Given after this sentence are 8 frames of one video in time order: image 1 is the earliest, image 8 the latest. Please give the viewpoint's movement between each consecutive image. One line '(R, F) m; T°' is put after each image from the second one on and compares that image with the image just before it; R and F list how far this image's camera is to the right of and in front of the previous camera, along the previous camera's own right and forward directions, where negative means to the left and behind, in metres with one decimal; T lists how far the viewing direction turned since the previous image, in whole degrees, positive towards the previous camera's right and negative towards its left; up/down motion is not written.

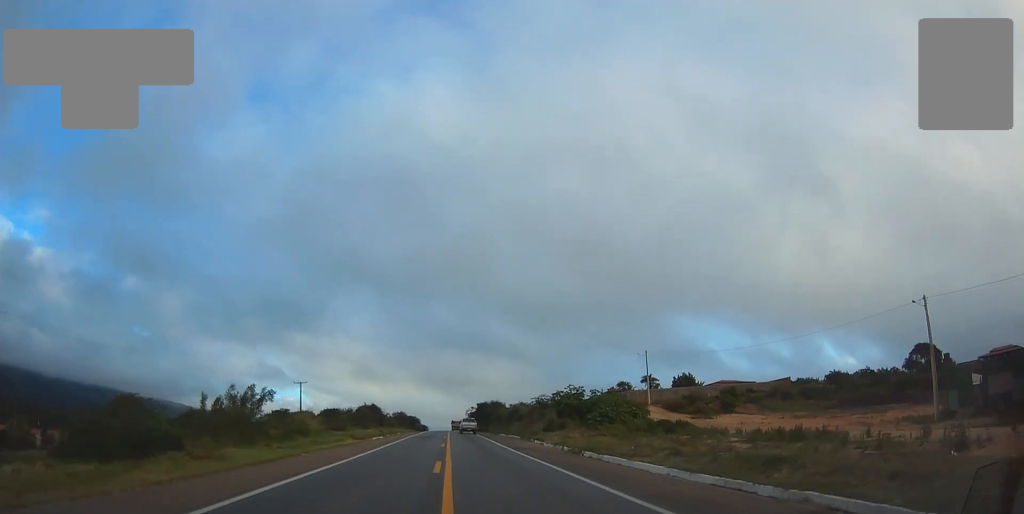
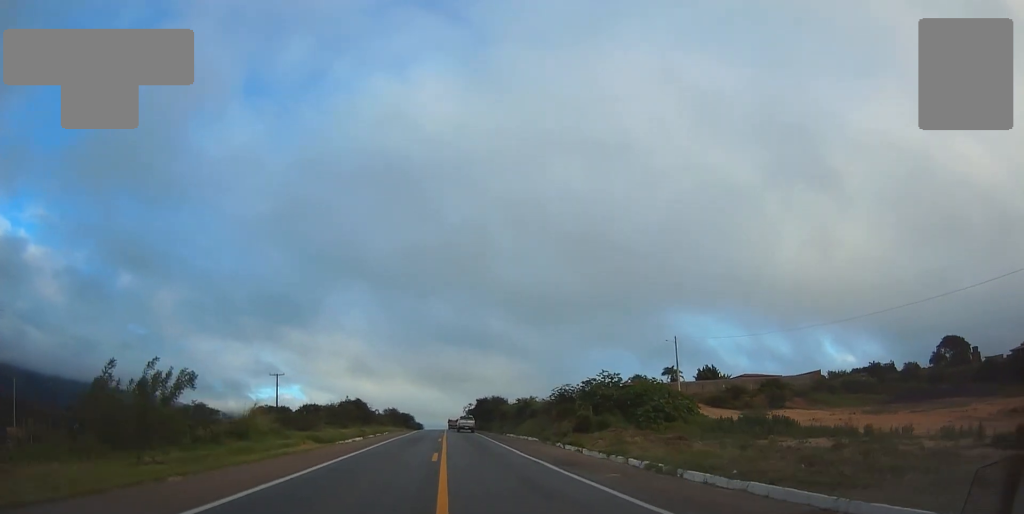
(-0.1, +12.8) m; 0°
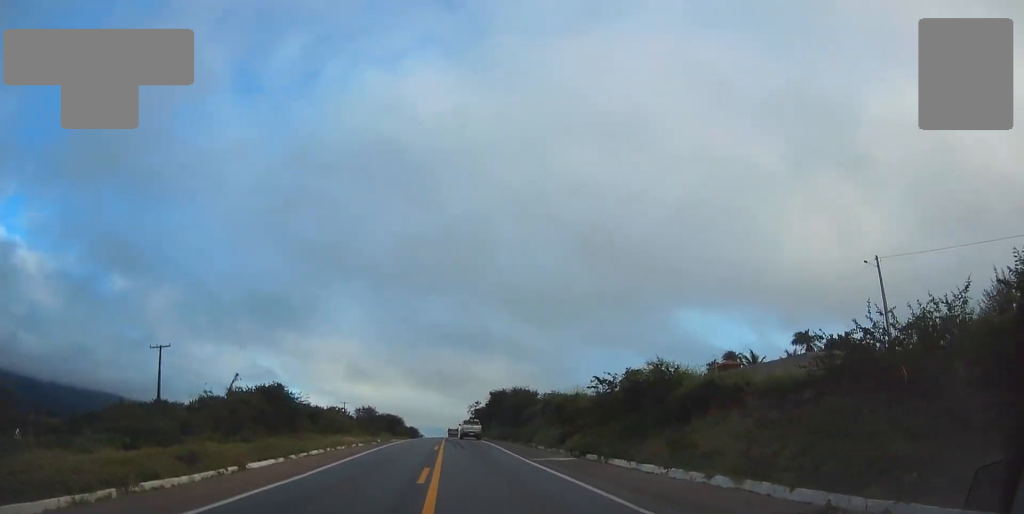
(+0.6, +39.6) m; +1°
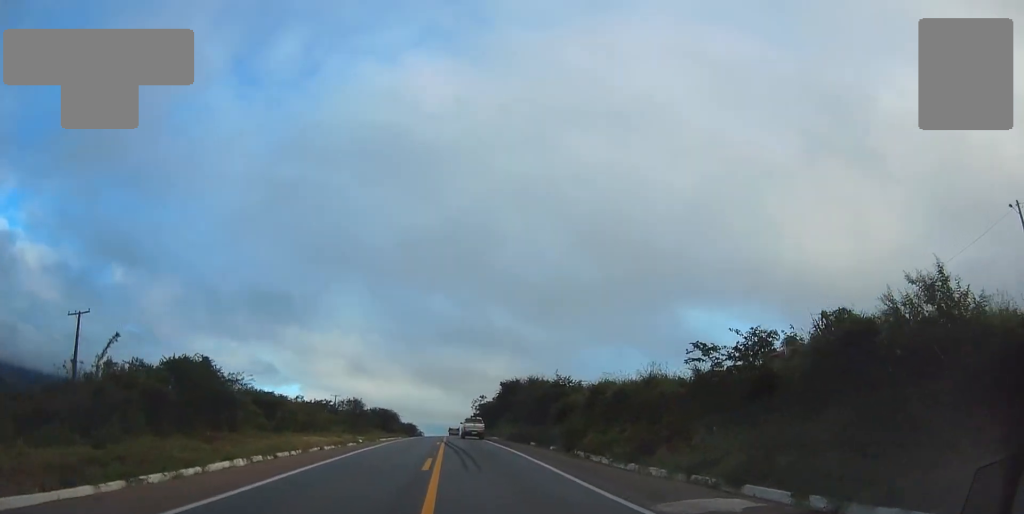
(0.0, +14.3) m; 0°
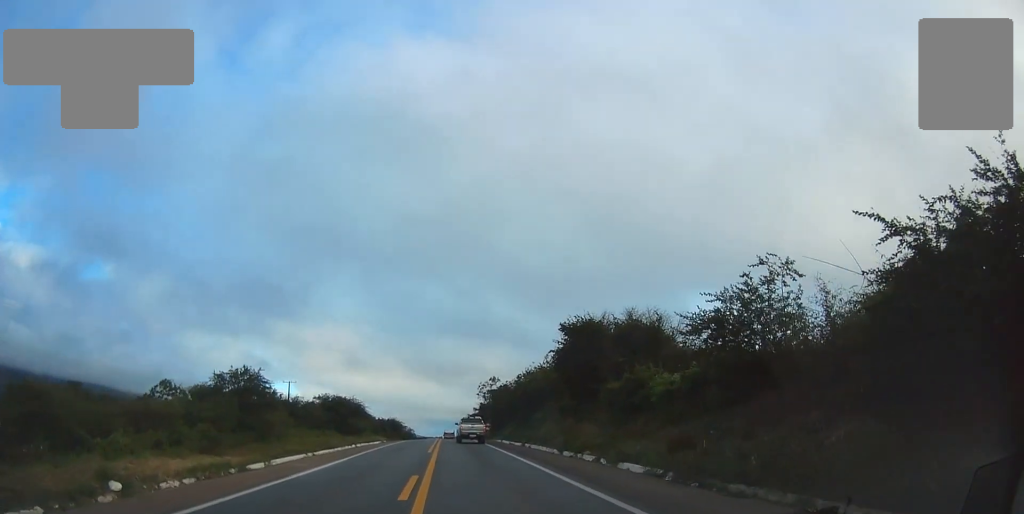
(-0.3, +37.7) m; 0°
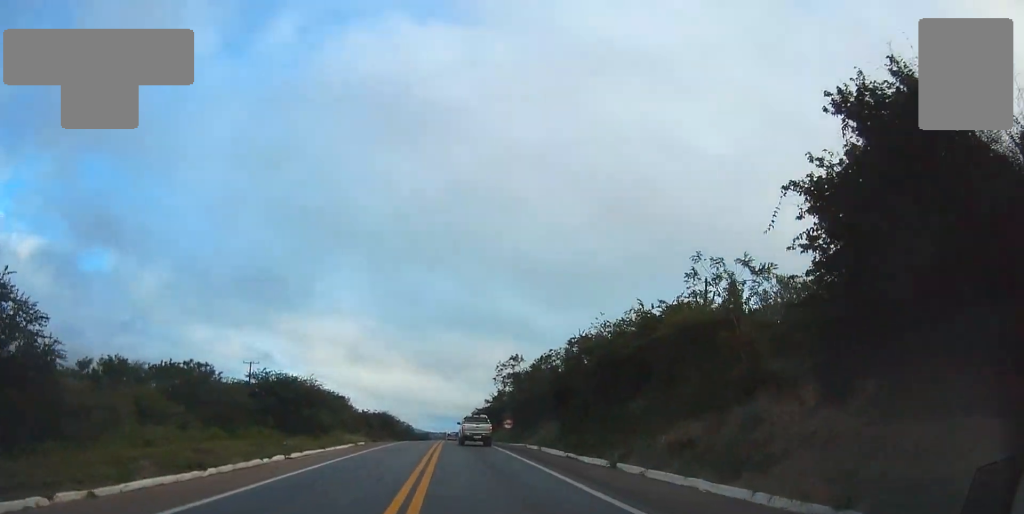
(0.0, +22.2) m; +1°
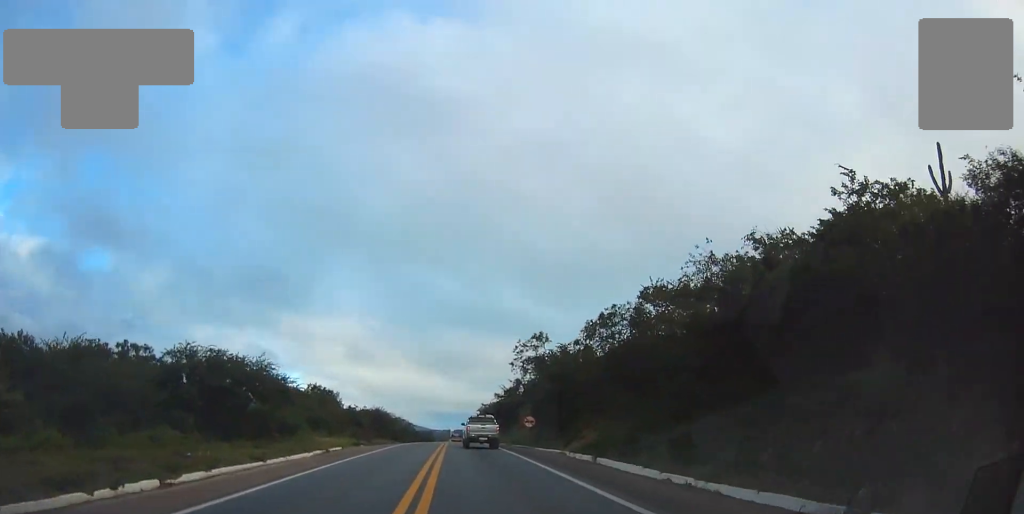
(0.0, +12.9) m; 0°
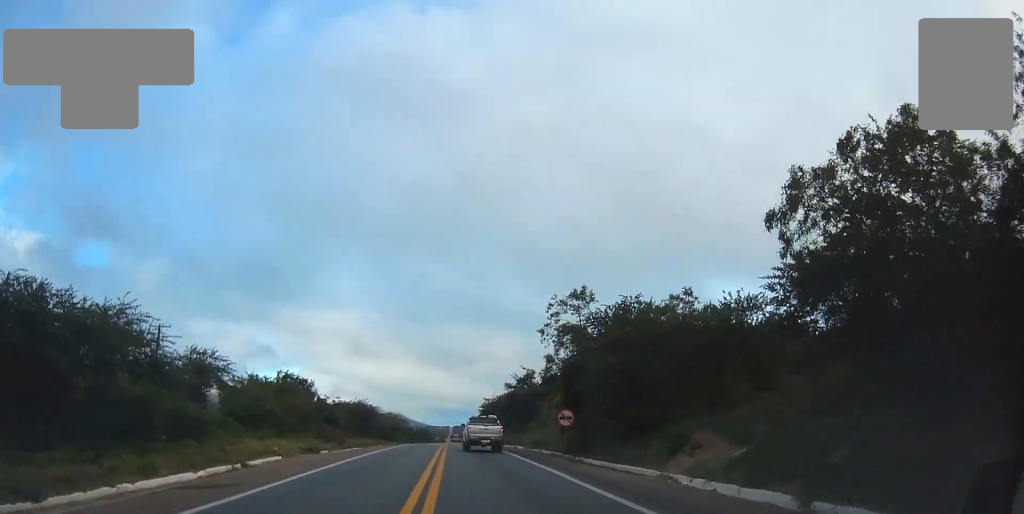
(+0.3, +14.9) m; 0°
